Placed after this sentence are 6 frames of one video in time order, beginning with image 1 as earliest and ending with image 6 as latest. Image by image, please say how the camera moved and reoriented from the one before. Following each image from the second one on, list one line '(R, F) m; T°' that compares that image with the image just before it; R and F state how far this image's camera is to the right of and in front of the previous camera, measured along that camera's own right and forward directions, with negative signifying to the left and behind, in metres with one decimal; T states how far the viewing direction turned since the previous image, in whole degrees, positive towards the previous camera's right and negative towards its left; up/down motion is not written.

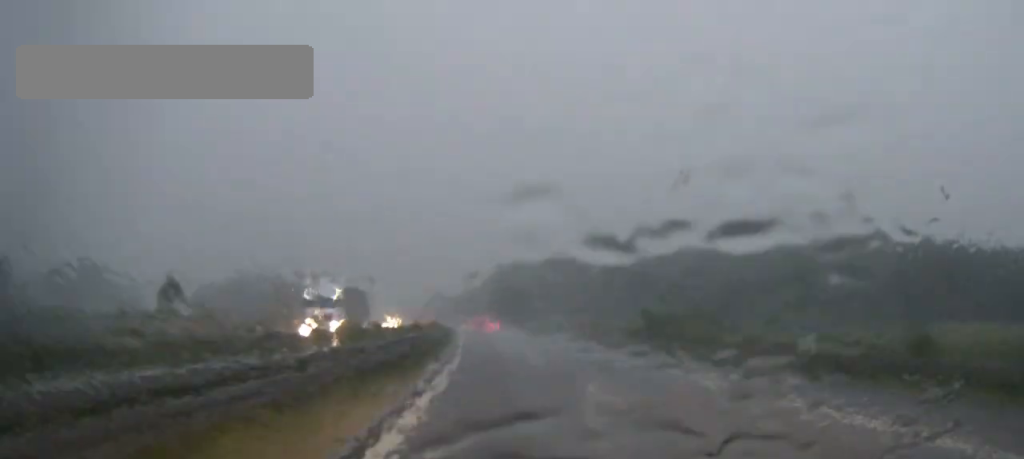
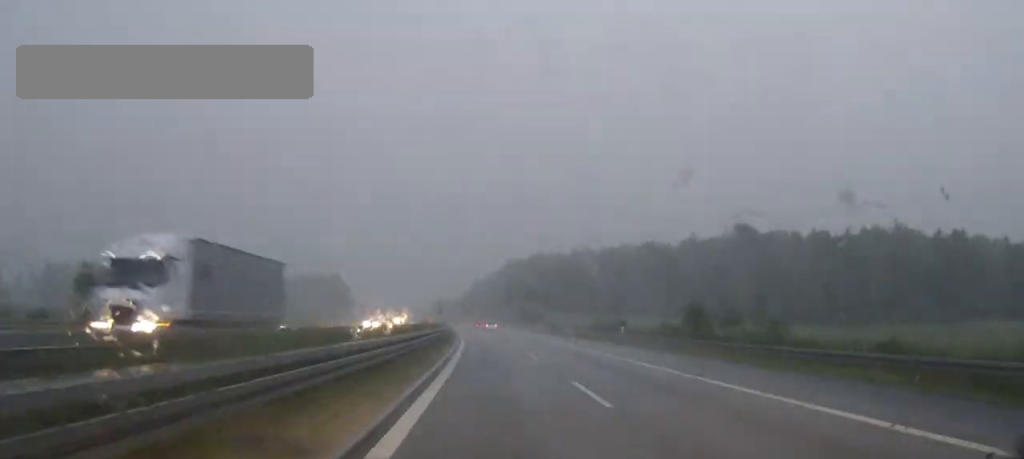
(-0.1, +15.8) m; -1°
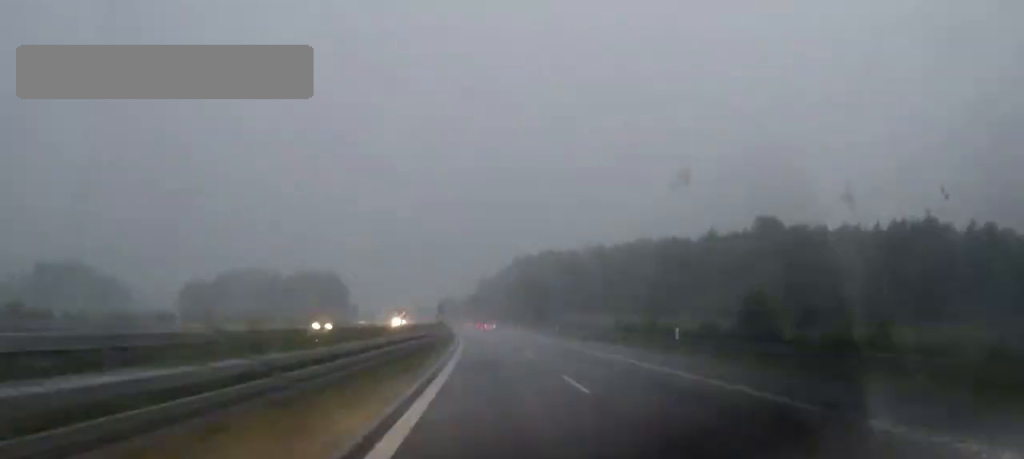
(0.0, +15.1) m; 0°
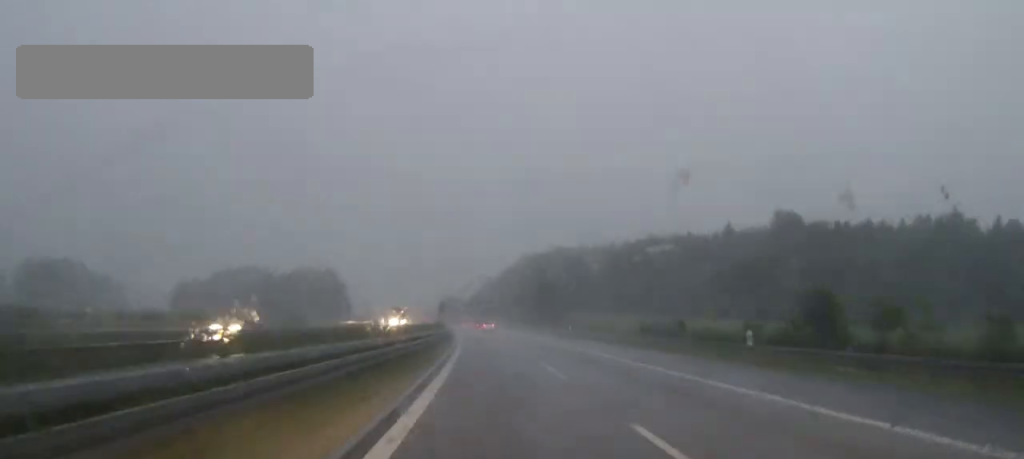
(-0.1, +11.6) m; 0°
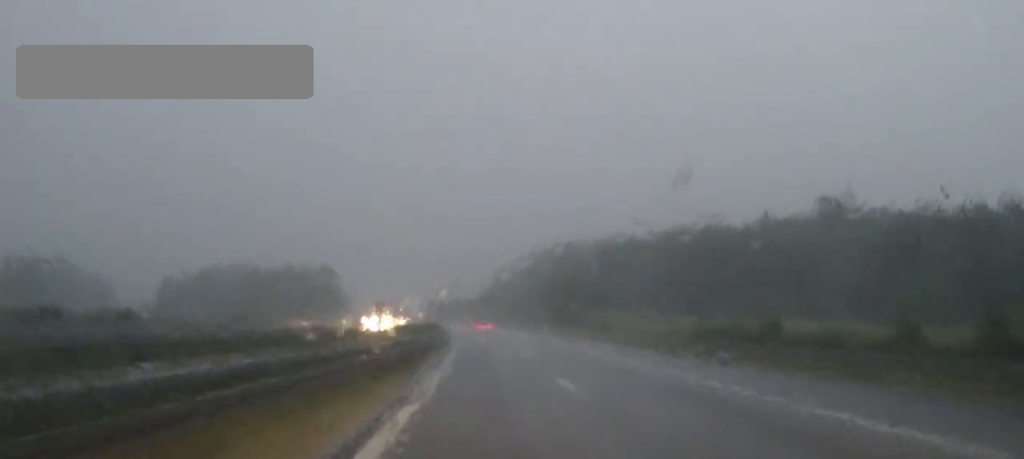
(-0.1, +24.1) m; 0°
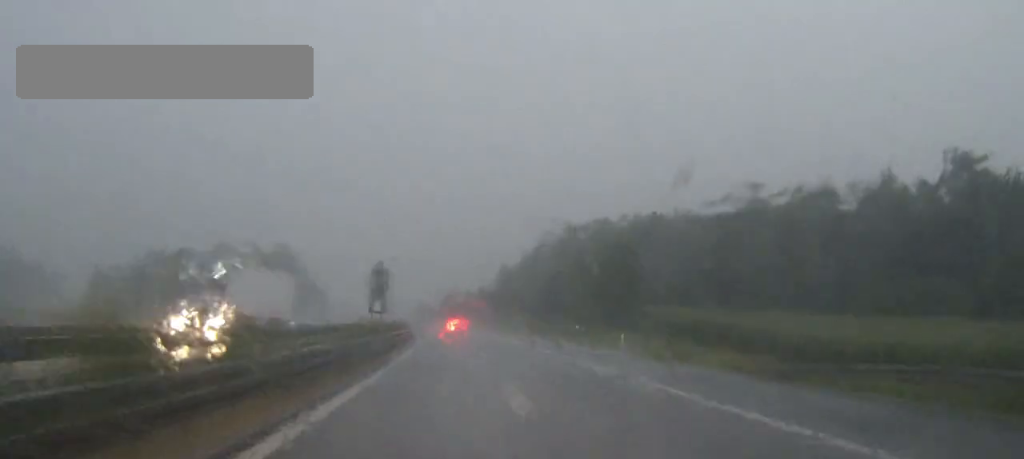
(-0.2, +56.8) m; -1°
